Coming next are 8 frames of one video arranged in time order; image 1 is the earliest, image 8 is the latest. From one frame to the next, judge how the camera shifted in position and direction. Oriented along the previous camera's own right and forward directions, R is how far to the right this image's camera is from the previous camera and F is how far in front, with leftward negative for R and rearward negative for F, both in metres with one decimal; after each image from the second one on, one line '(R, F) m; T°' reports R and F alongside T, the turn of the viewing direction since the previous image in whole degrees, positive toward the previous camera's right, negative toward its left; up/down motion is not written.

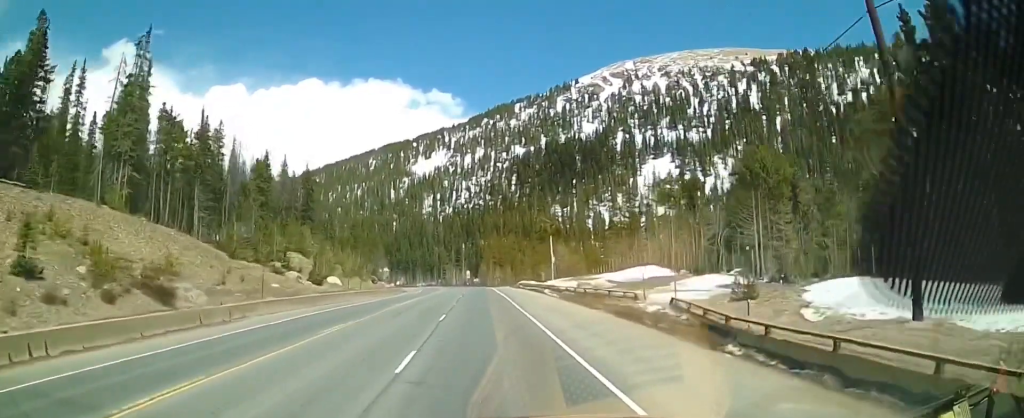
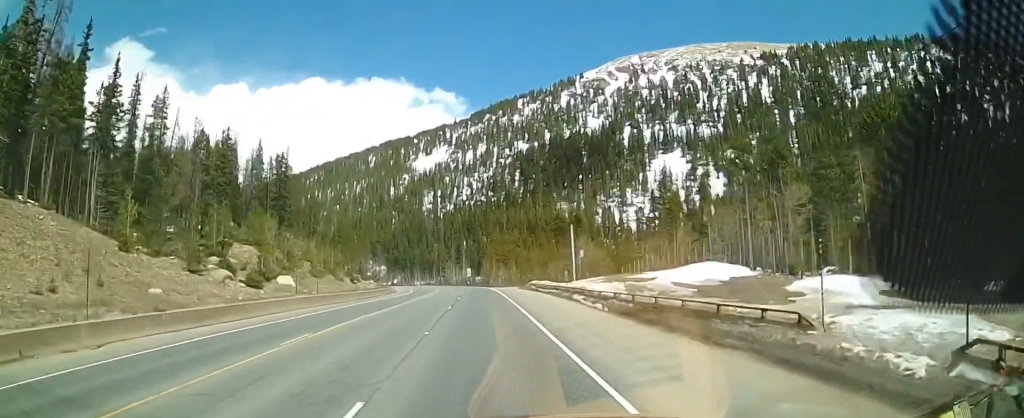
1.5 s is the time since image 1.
(-0.4, +17.9) m; +1°
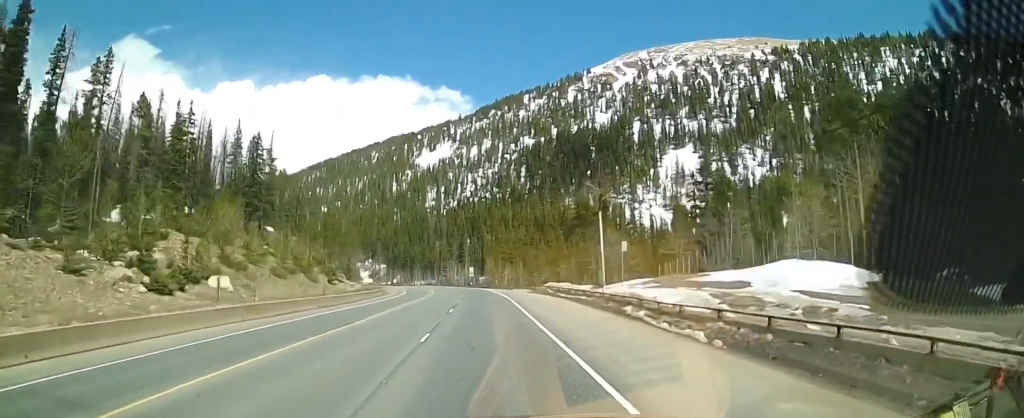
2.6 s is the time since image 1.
(+0.5, +14.1) m; 0°
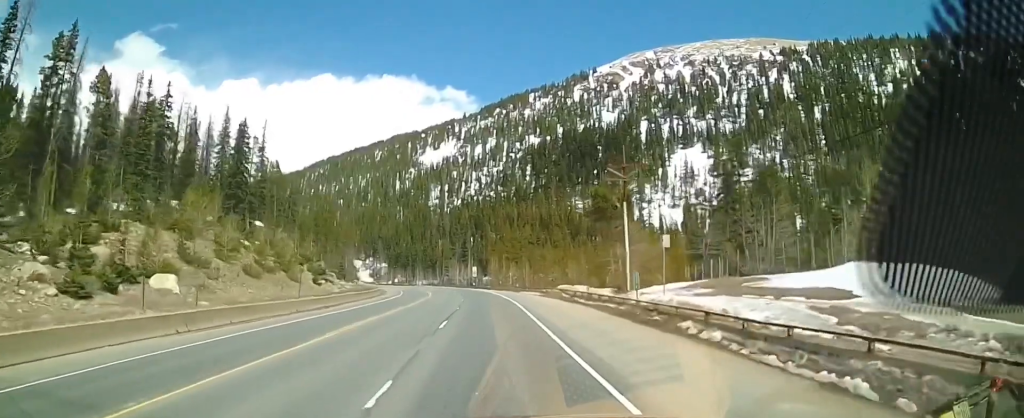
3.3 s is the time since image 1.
(-0.3, +7.7) m; -1°
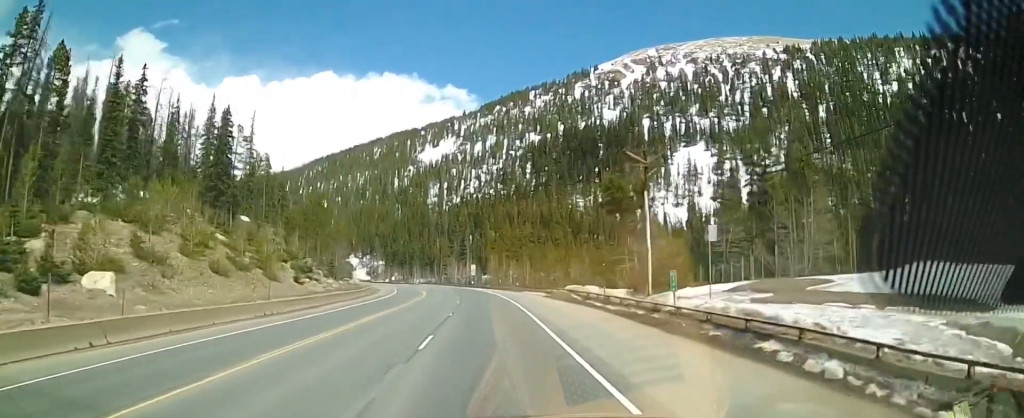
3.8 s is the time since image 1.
(-0.1, +6.1) m; -1°
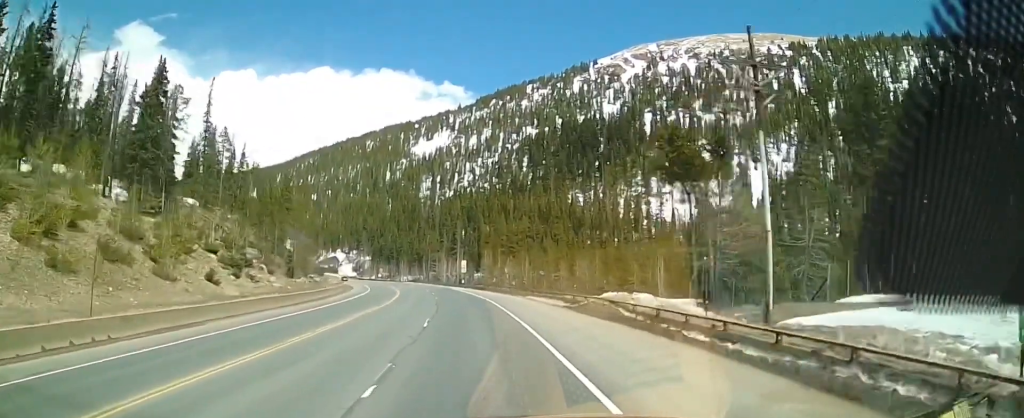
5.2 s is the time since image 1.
(0.0, +17.6) m; 0°
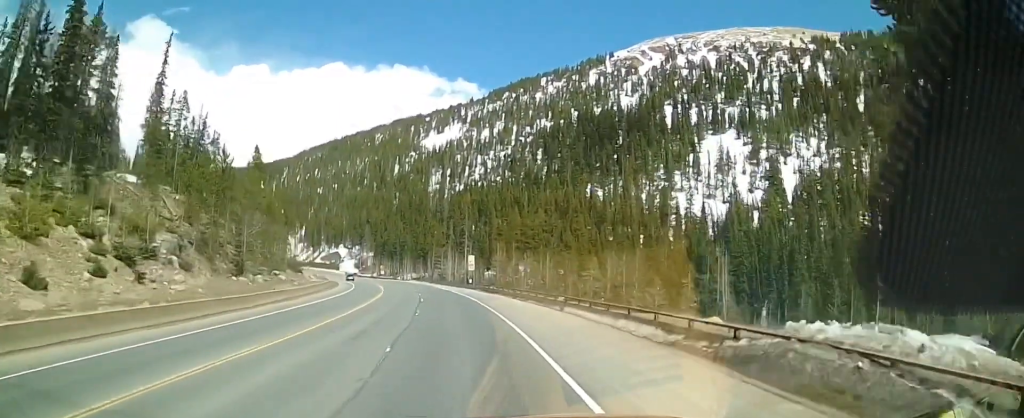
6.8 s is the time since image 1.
(0.0, +19.4) m; 0°
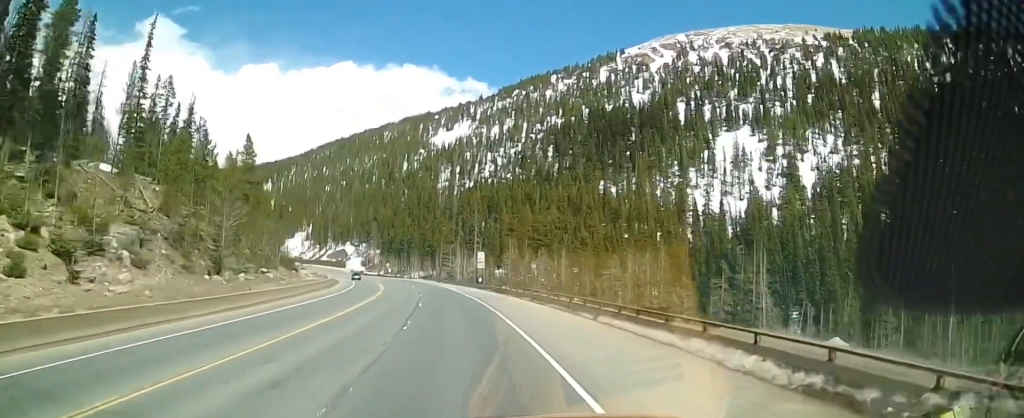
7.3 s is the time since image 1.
(0.0, +7.1) m; -1°
